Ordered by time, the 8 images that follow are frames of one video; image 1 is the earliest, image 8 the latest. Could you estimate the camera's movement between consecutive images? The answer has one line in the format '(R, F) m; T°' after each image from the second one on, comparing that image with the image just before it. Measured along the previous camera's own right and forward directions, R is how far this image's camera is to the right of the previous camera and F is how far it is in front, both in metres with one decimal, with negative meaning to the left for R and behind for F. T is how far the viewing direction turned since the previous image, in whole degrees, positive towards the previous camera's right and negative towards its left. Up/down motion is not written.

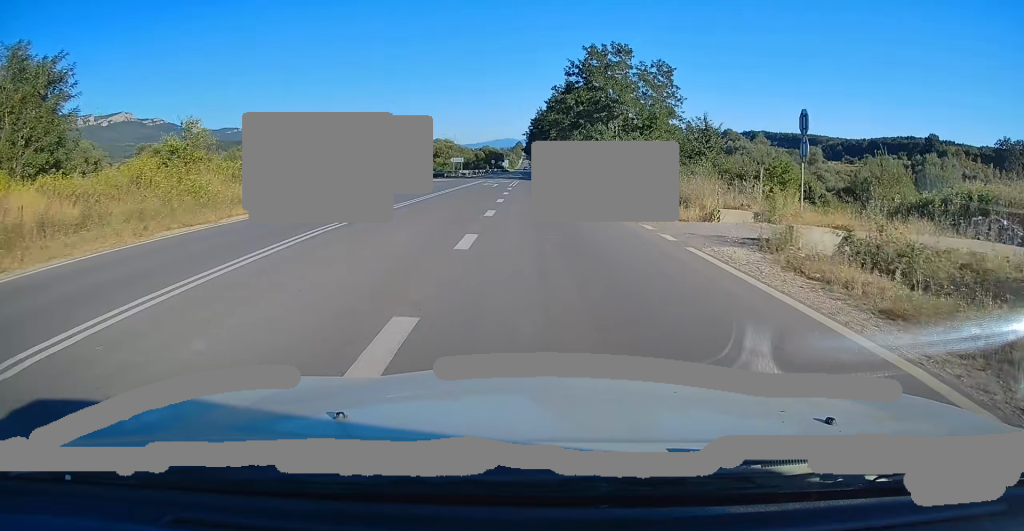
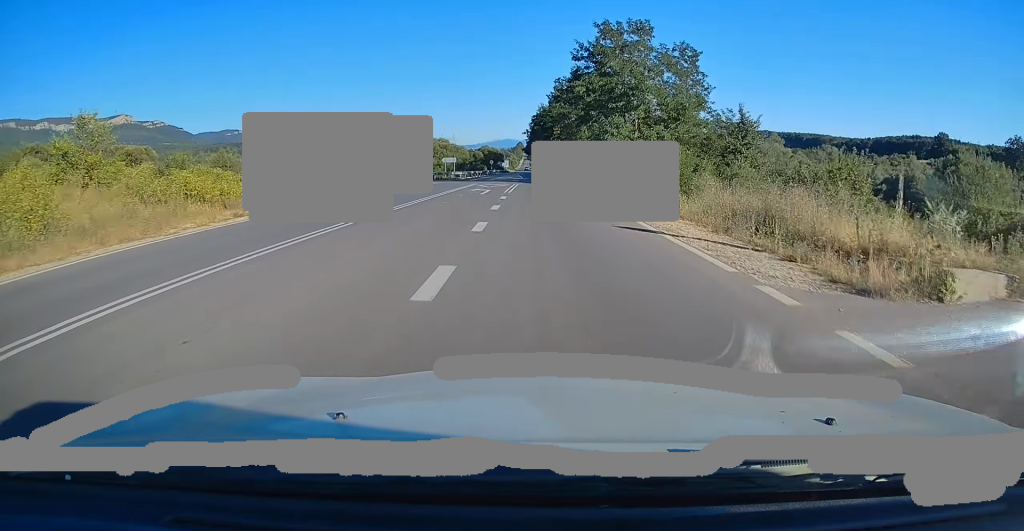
(+0.1, +9.5) m; 0°
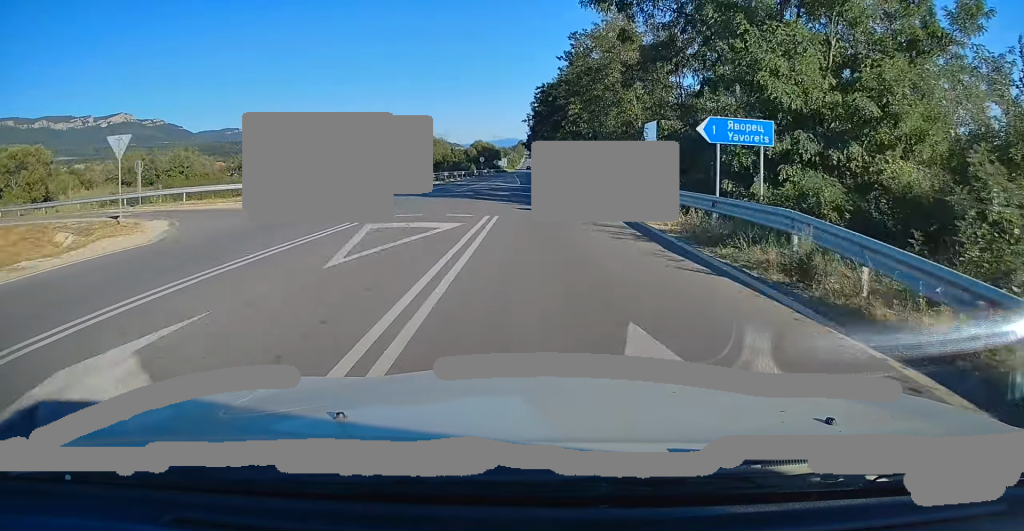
(-0.1, +29.2) m; -1°
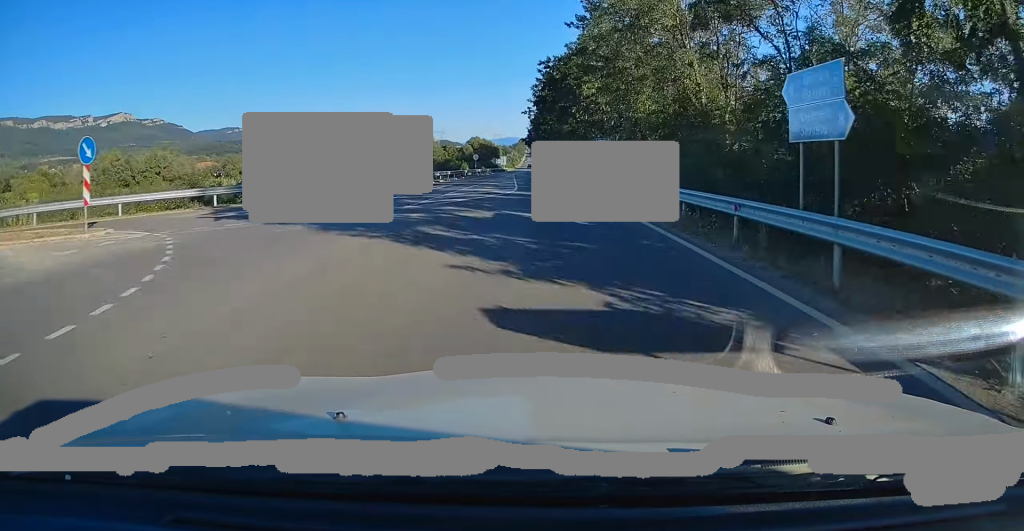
(-0.1, +13.2) m; 0°
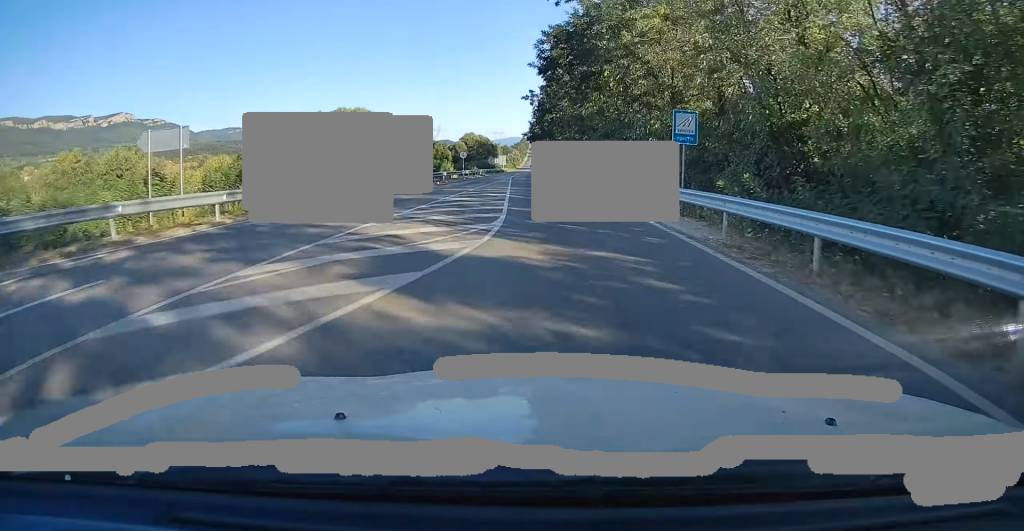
(-0.1, +19.2) m; 0°
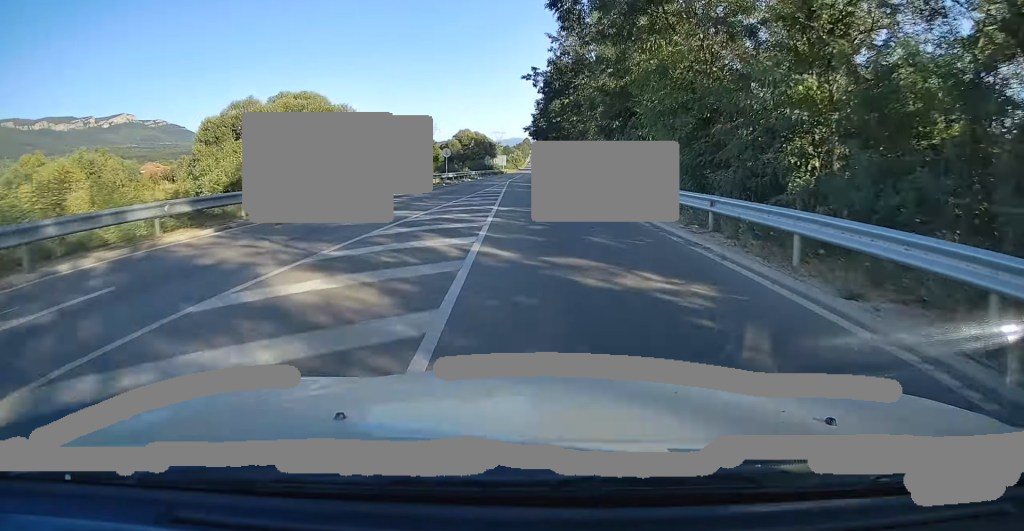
(-0.1, +15.5) m; +1°
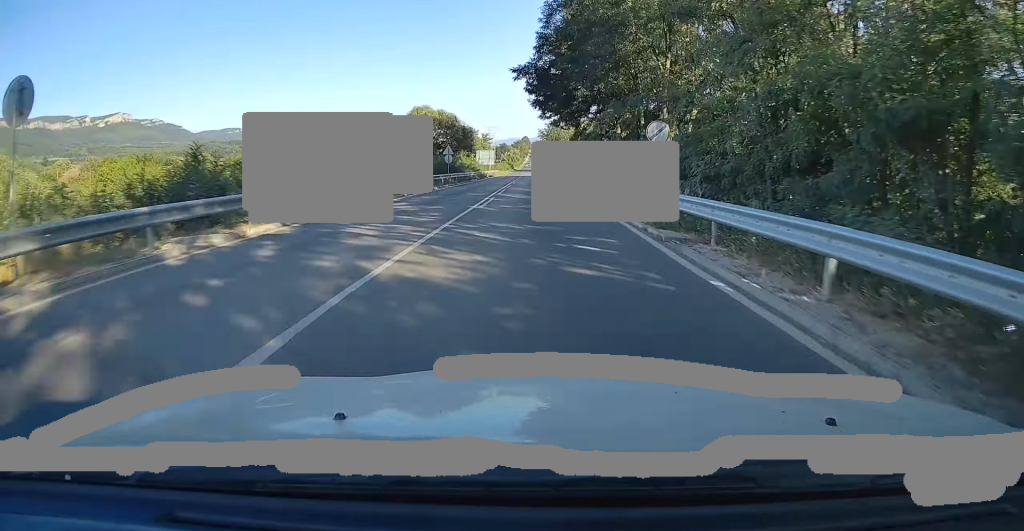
(+0.2, +46.1) m; 0°
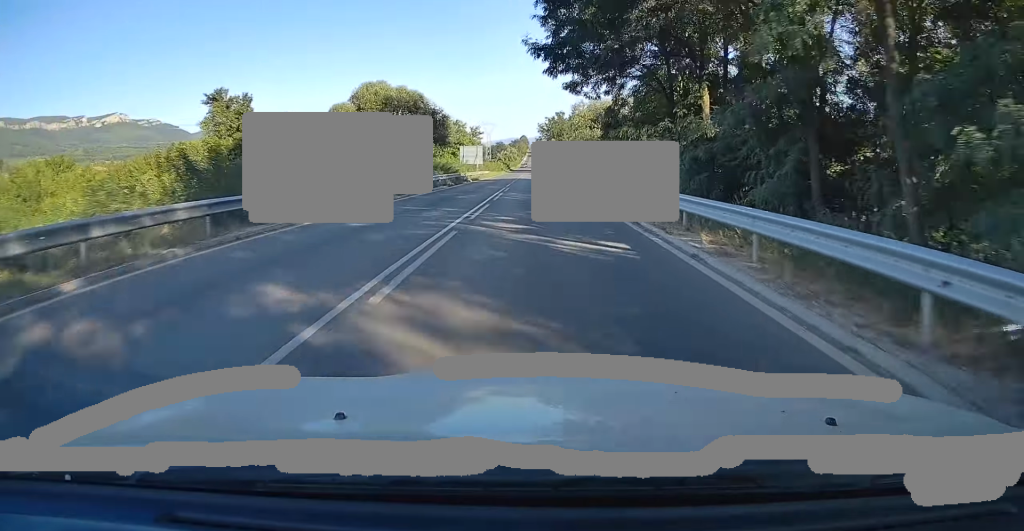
(0.0, +21.5) m; 0°
